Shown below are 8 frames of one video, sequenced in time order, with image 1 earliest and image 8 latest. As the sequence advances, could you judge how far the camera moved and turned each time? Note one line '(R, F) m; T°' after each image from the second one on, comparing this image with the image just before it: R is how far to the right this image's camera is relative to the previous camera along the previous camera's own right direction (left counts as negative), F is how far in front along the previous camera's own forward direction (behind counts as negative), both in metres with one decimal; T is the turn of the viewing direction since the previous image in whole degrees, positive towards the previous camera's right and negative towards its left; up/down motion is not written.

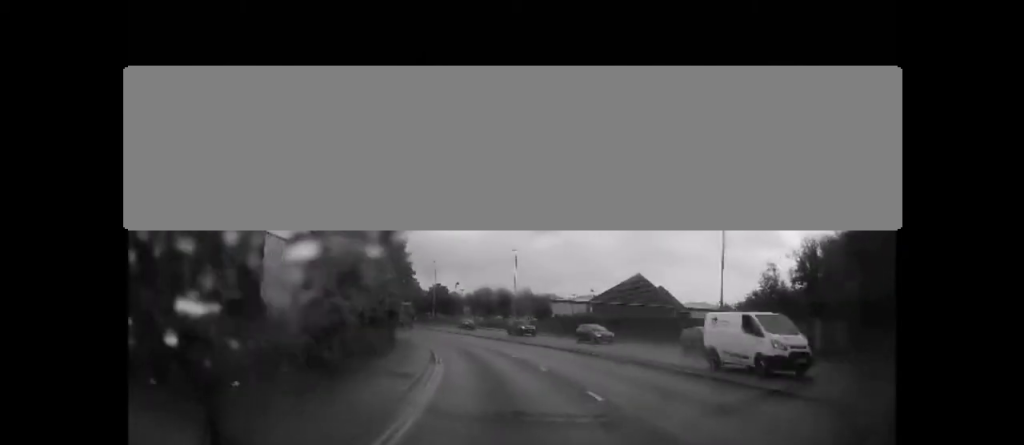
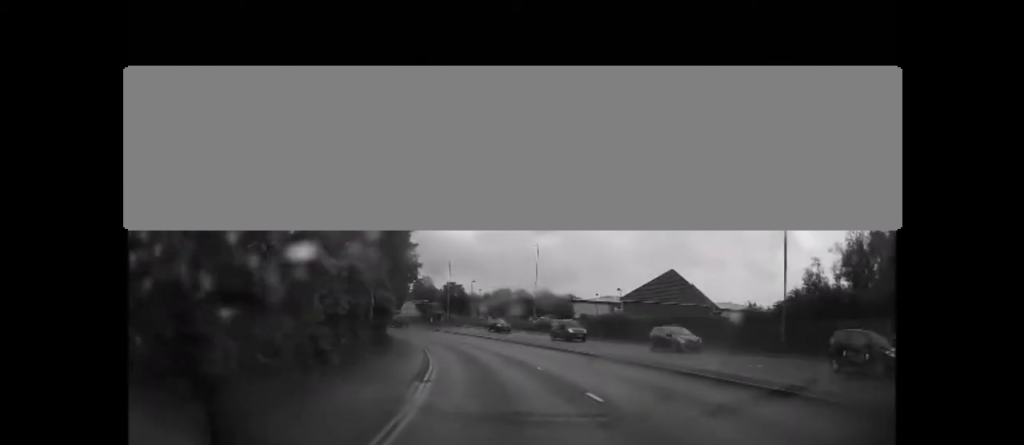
(+0.1, +6.3) m; -3°
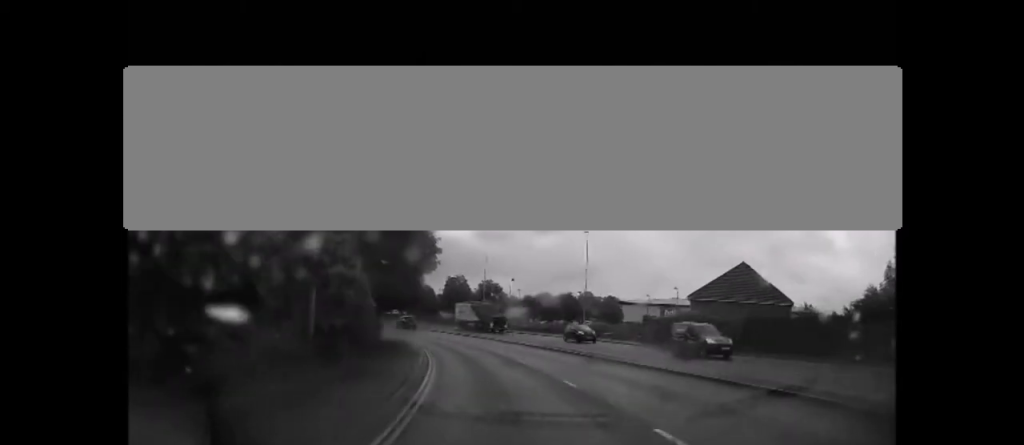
(-0.6, +9.5) m; -3°
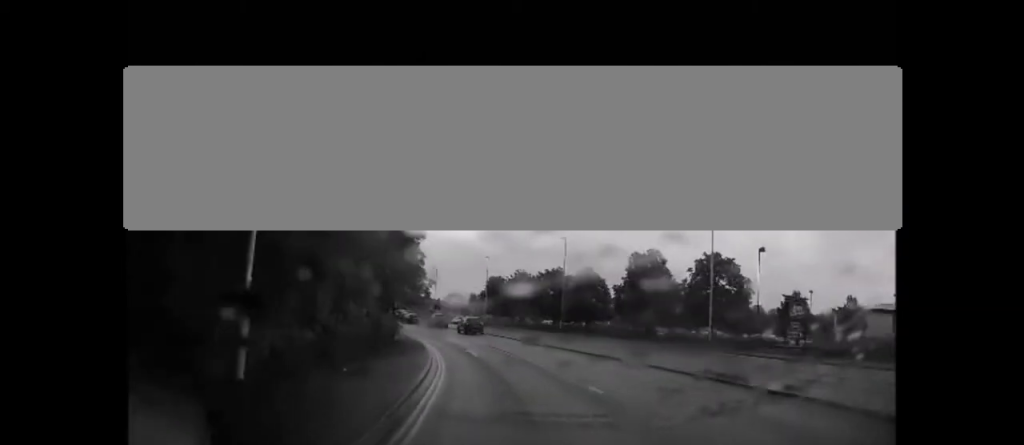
(-4.1, +37.1) m; -15°
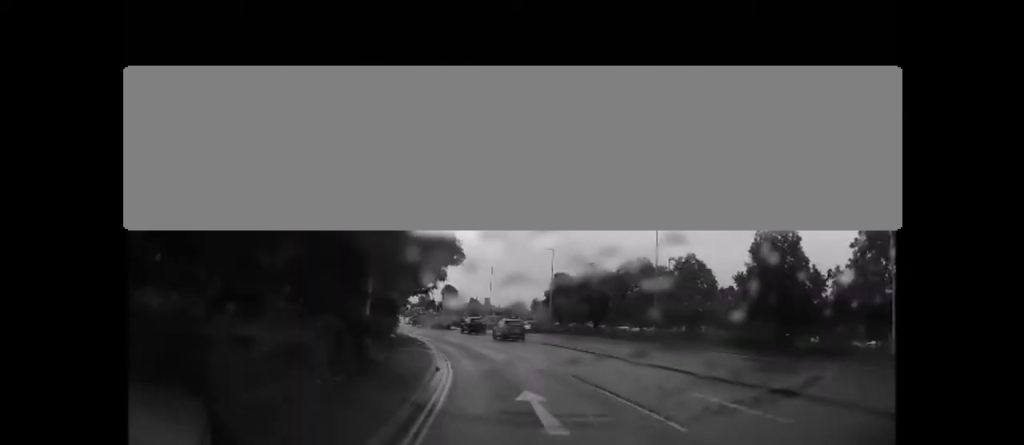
(-1.2, +14.6) m; -10°
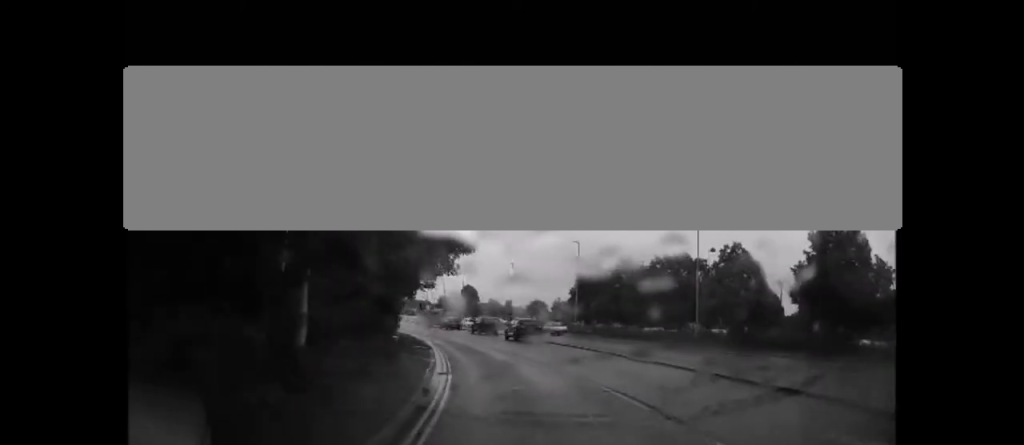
(-0.2, +5.2) m; -3°
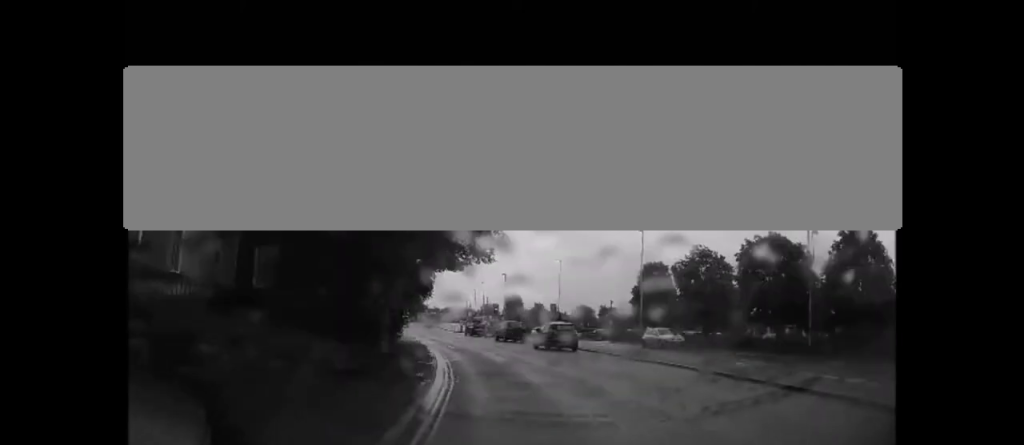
(-0.4, +10.4) m; -5°
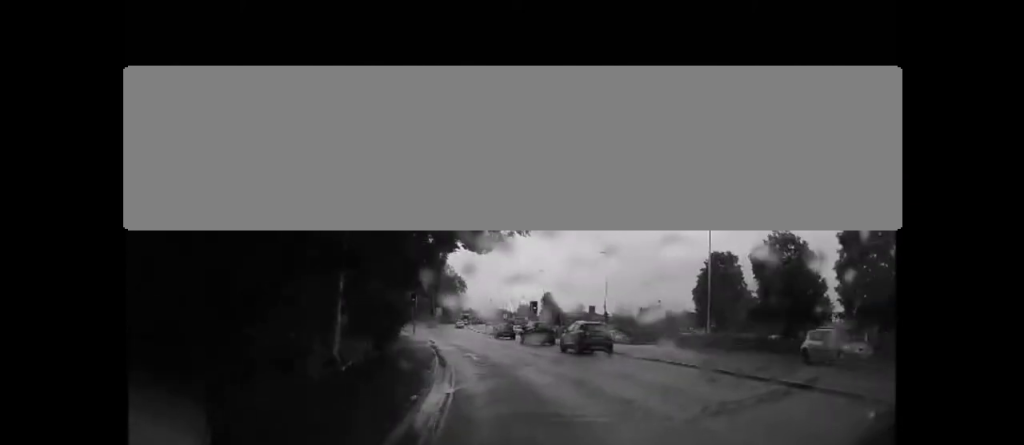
(-0.2, +8.1) m; -5°
